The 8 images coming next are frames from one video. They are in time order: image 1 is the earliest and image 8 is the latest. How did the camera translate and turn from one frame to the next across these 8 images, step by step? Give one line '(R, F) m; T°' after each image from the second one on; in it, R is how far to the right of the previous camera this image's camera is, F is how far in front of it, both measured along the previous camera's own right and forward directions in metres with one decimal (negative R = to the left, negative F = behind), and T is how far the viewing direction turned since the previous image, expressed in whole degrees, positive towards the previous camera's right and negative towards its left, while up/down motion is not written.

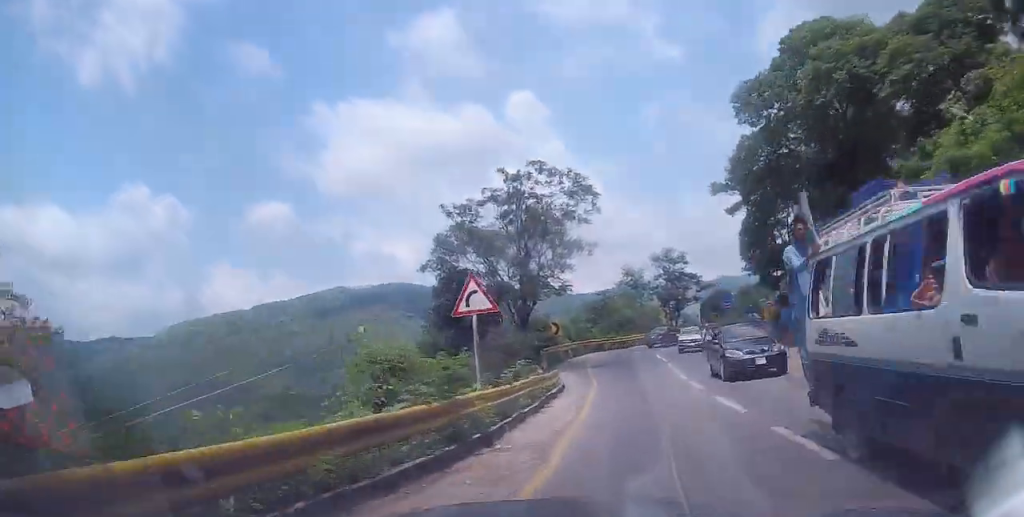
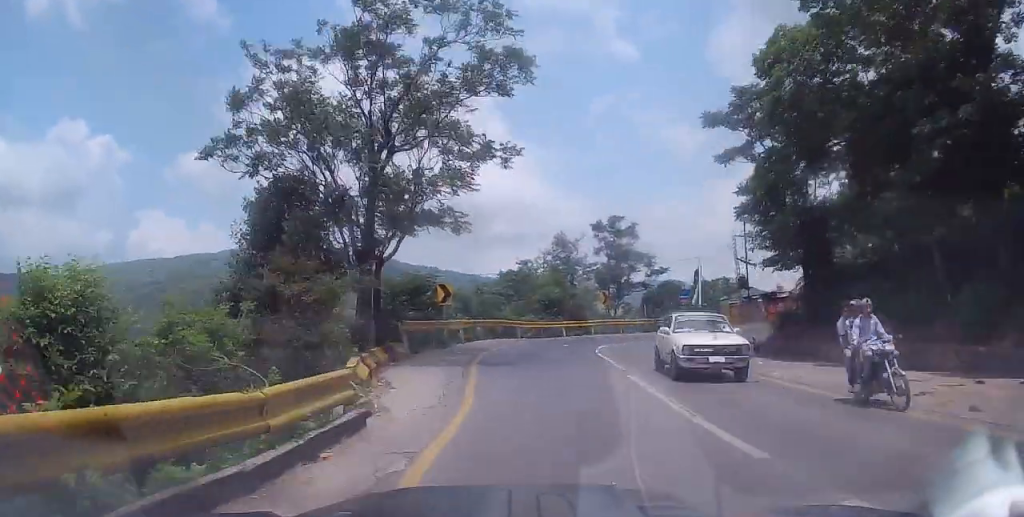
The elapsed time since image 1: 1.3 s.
(+1.2, +14.3) m; +5°
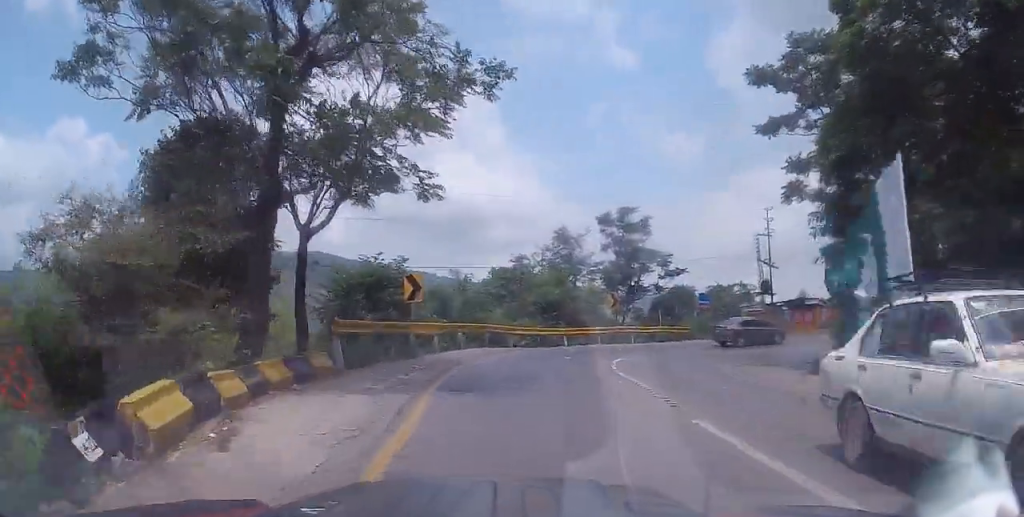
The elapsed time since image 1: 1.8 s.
(-0.2, +6.2) m; -1°
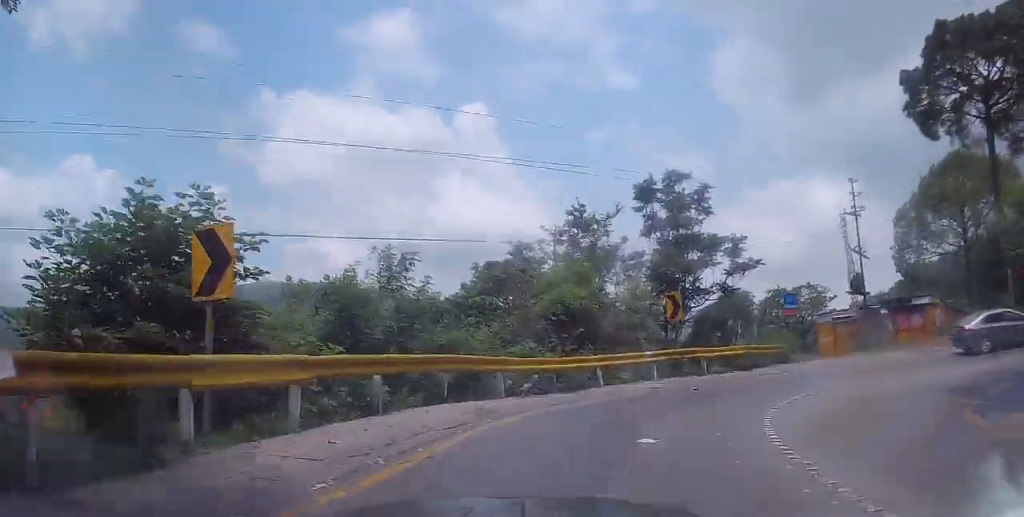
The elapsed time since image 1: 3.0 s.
(-0.2, +13.5) m; -1°
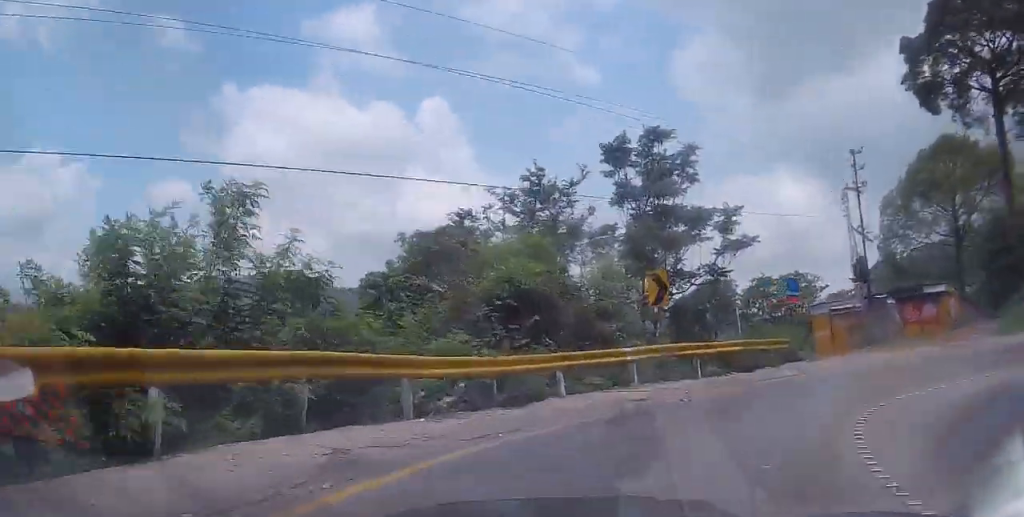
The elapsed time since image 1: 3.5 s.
(0.0, +5.2) m; +6°
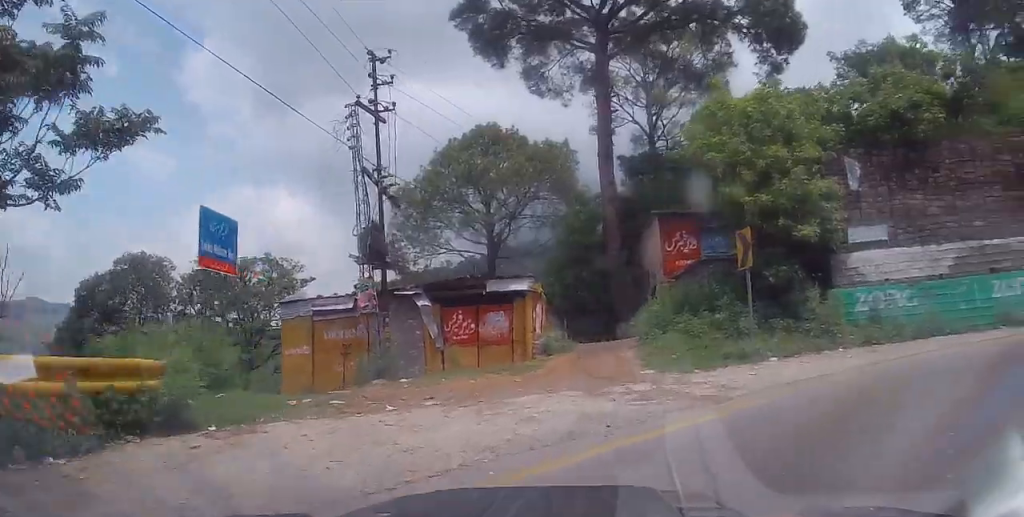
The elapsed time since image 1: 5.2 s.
(+4.0, +13.1) m; +49°
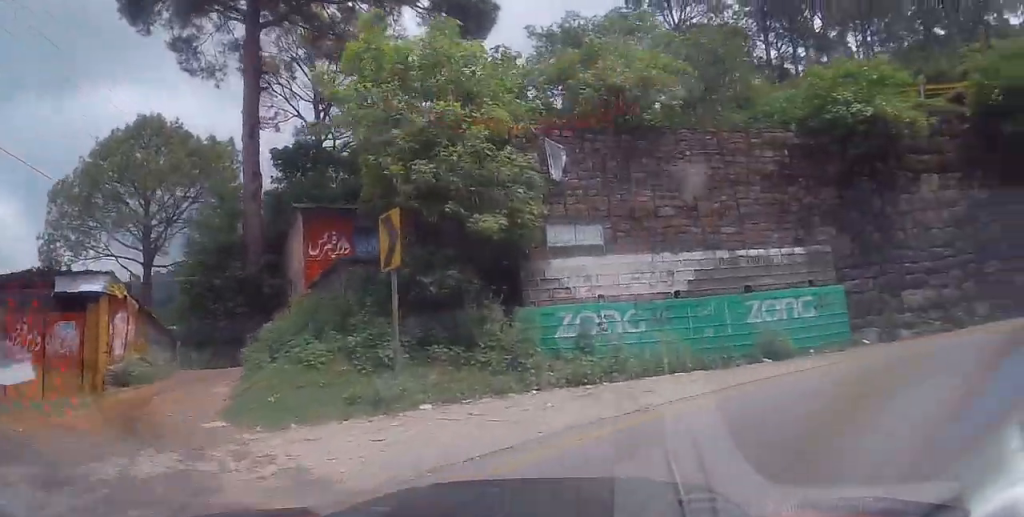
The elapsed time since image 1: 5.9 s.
(+1.3, +4.8) m; +27°
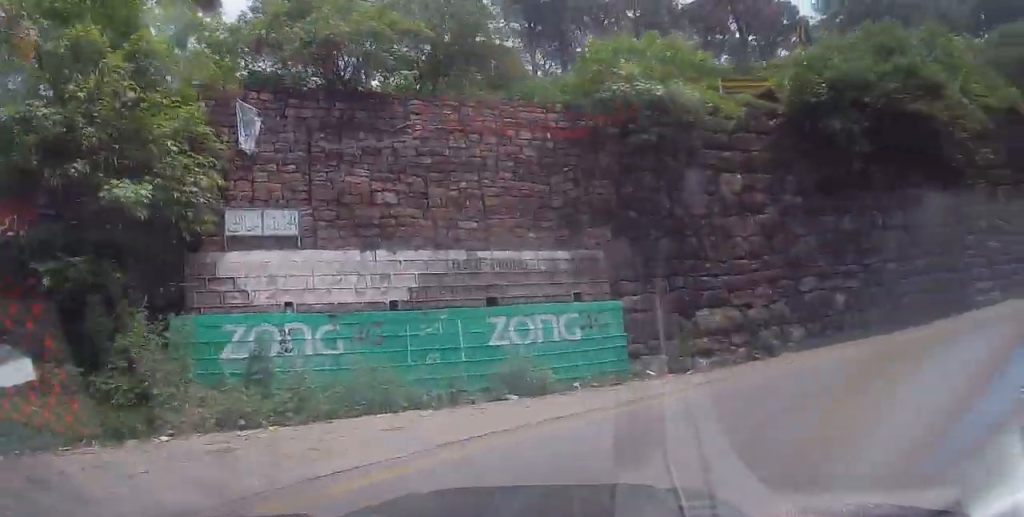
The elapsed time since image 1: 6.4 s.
(+0.3, +3.2) m; +19°
